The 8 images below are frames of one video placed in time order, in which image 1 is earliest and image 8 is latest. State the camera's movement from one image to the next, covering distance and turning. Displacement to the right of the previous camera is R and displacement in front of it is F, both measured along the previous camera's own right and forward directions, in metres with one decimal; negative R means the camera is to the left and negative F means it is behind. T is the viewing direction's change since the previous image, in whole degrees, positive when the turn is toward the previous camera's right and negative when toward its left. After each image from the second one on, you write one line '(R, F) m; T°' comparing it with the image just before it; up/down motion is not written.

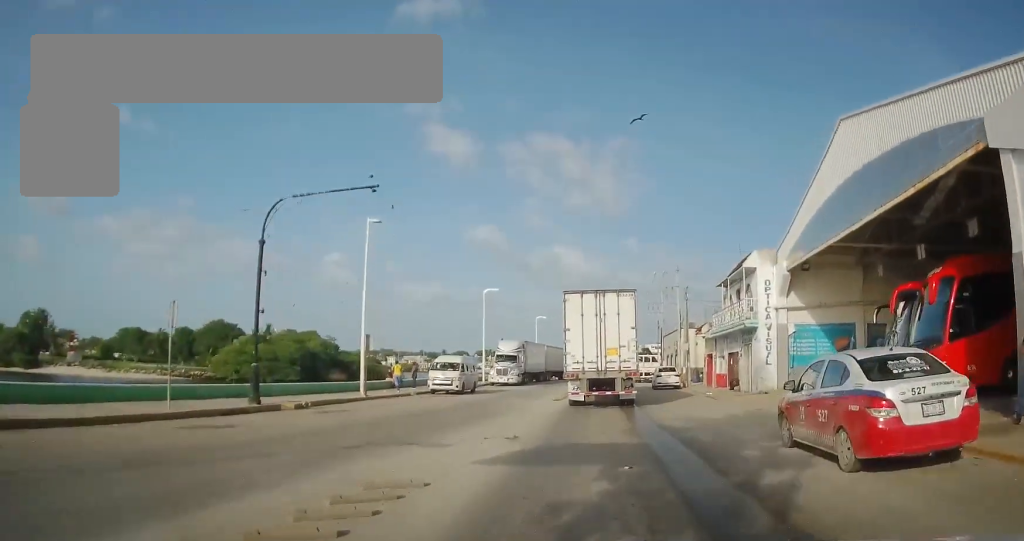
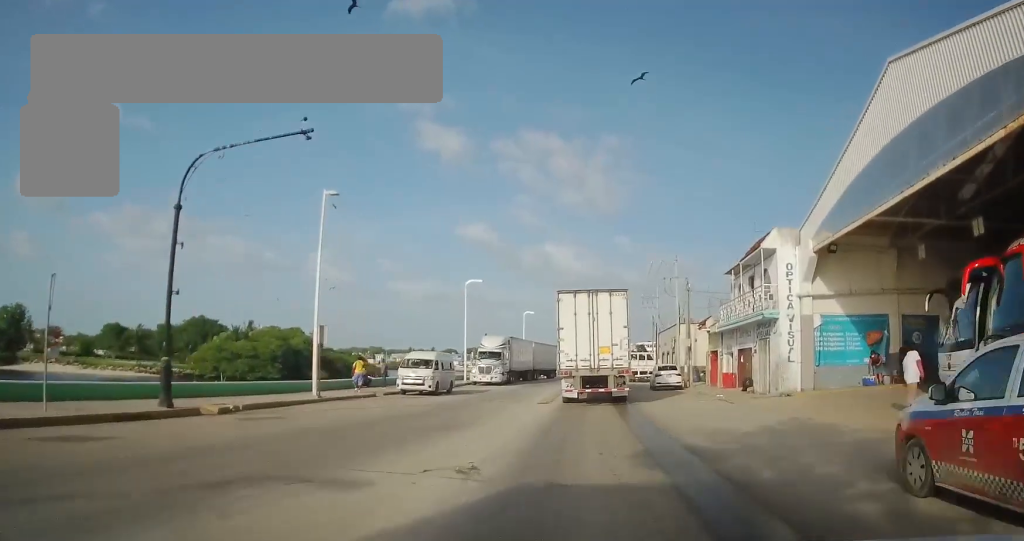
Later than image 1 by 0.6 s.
(+0.3, +4.6) m; 0°
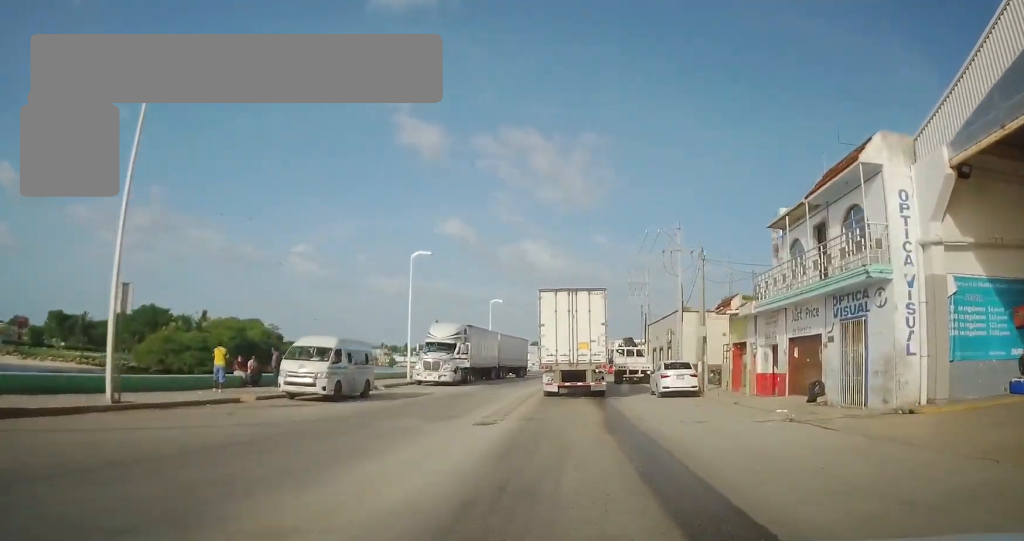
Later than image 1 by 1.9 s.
(-0.3, +11.3) m; 0°
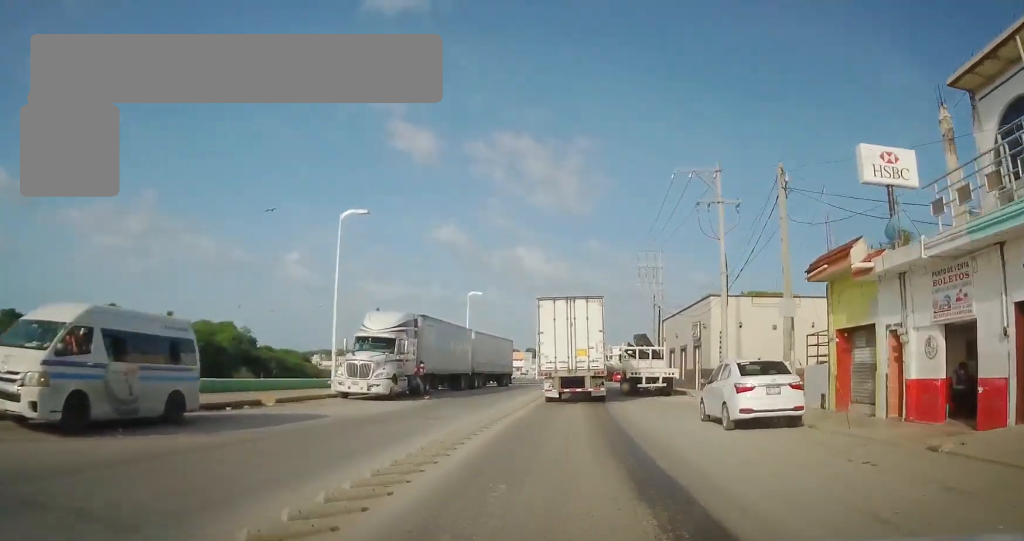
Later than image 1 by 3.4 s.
(+0.7, +12.2) m; +3°
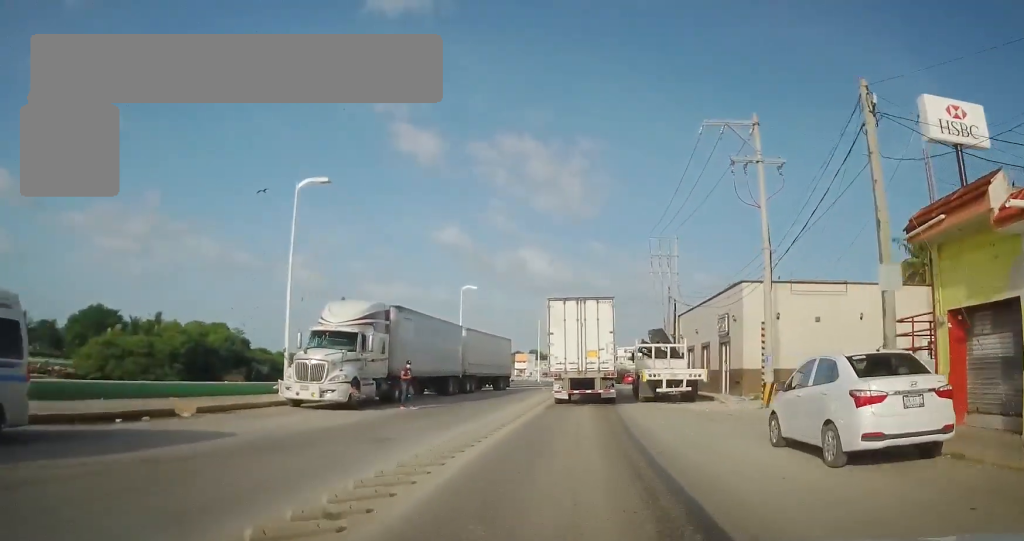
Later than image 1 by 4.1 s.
(0.0, +5.1) m; -1°
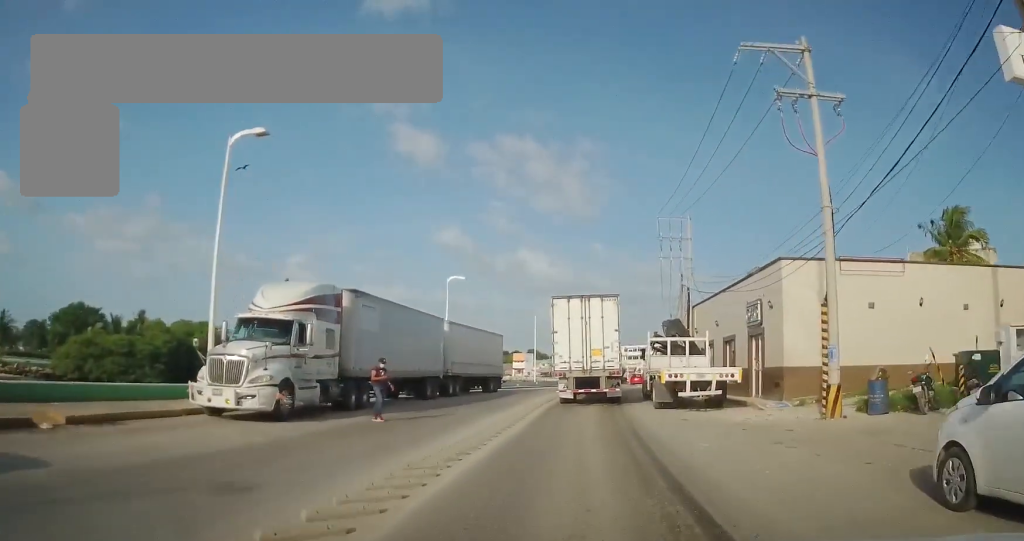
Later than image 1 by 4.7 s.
(+0.1, +5.1) m; -2°
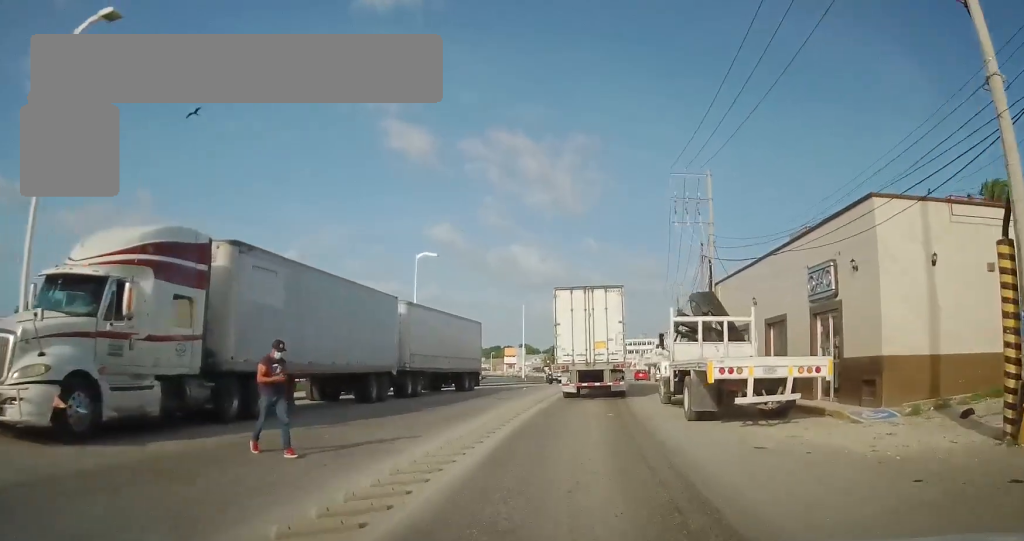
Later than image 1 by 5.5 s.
(-0.4, +7.4) m; -1°
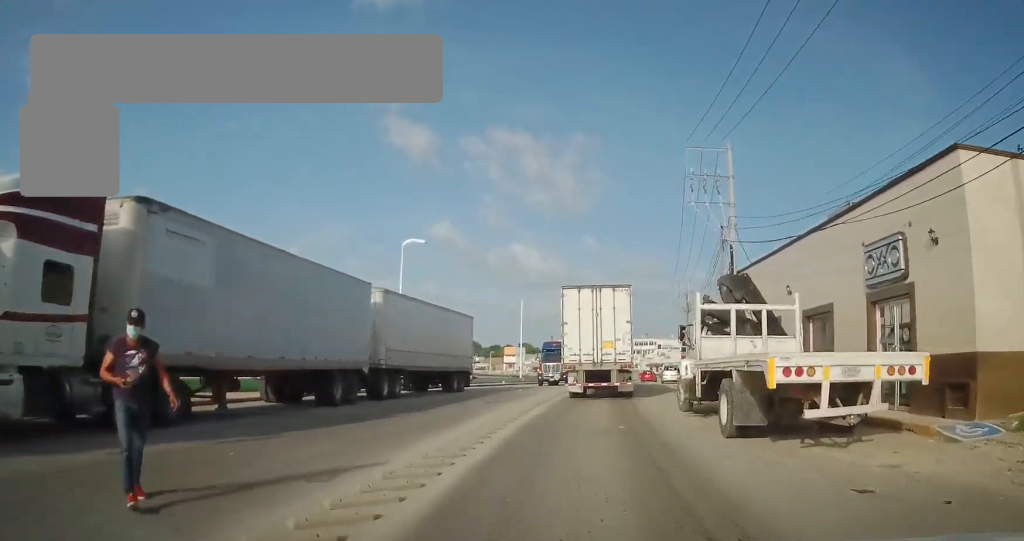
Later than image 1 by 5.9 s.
(-0.1, +3.6) m; 0°
